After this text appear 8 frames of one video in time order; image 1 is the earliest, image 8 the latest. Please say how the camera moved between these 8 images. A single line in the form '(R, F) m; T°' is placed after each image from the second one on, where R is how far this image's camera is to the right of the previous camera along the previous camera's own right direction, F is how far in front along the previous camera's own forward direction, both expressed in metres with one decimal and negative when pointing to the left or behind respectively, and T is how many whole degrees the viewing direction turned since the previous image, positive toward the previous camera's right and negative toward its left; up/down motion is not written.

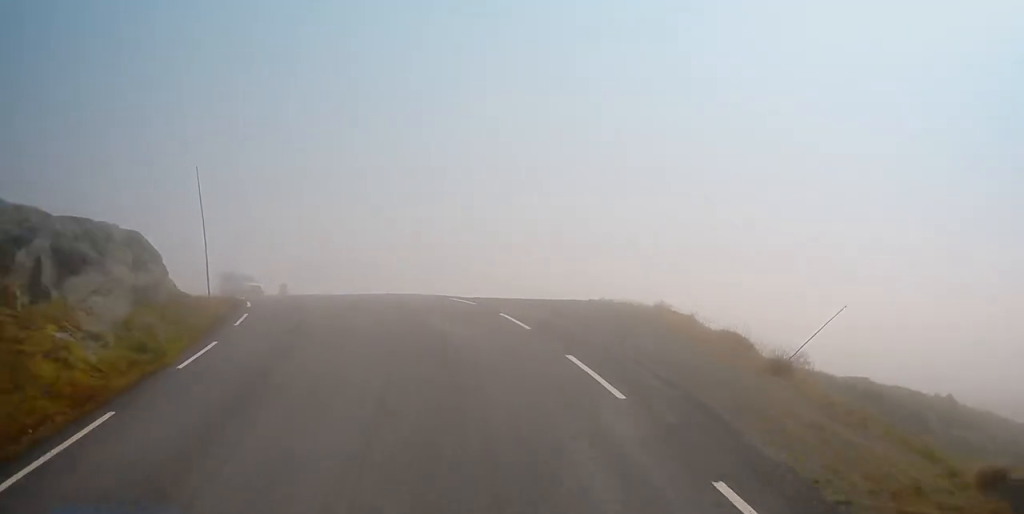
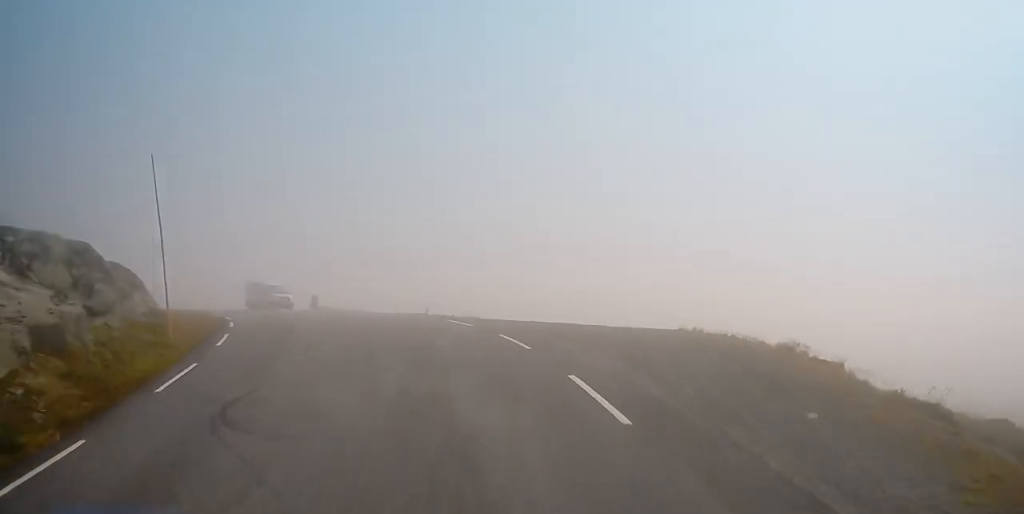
(-0.7, +6.7) m; -8°
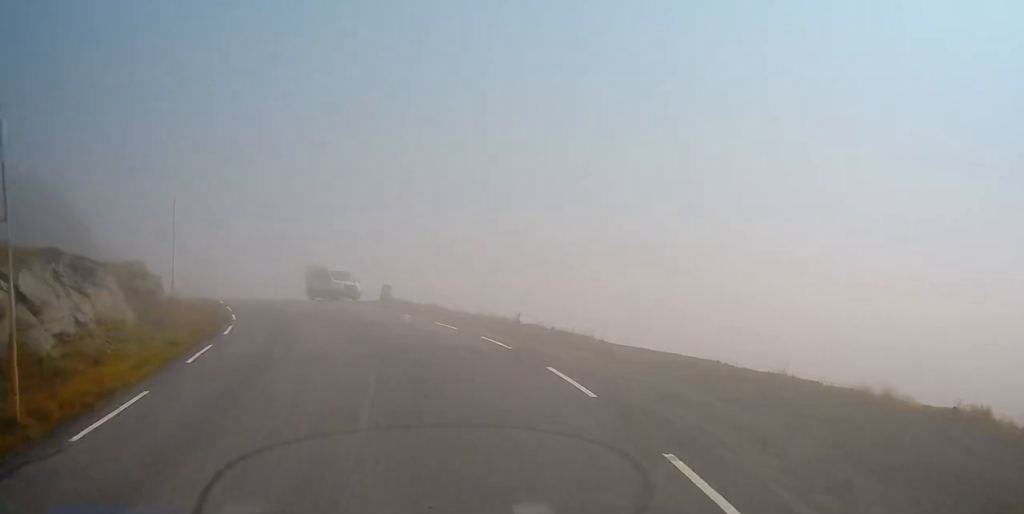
(-0.5, +9.7) m; -4°
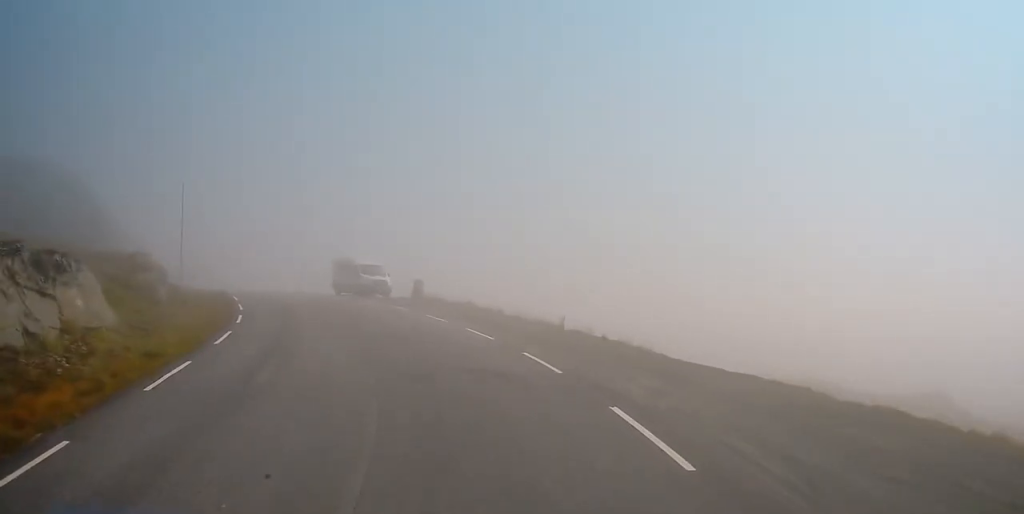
(0.0, +3.4) m; -2°
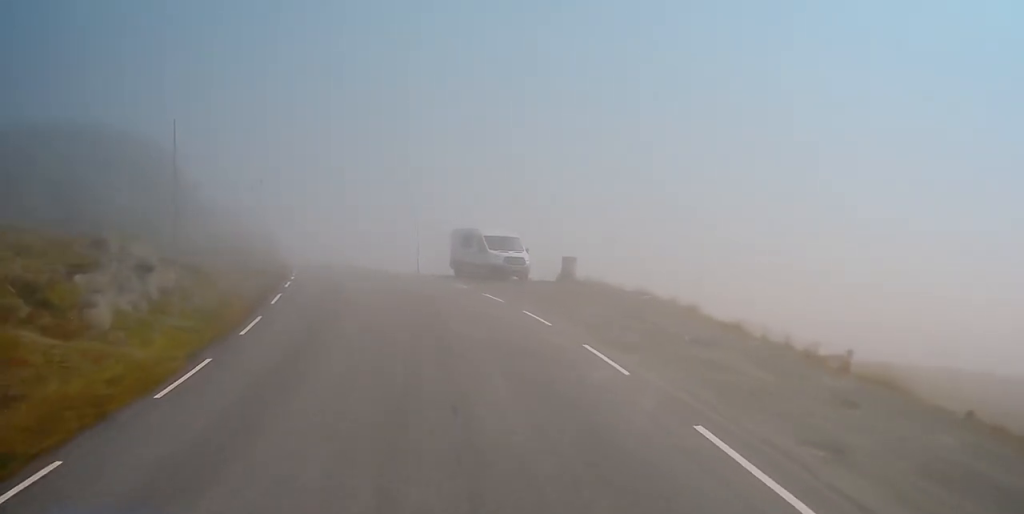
(-1.1, +13.4) m; -10°
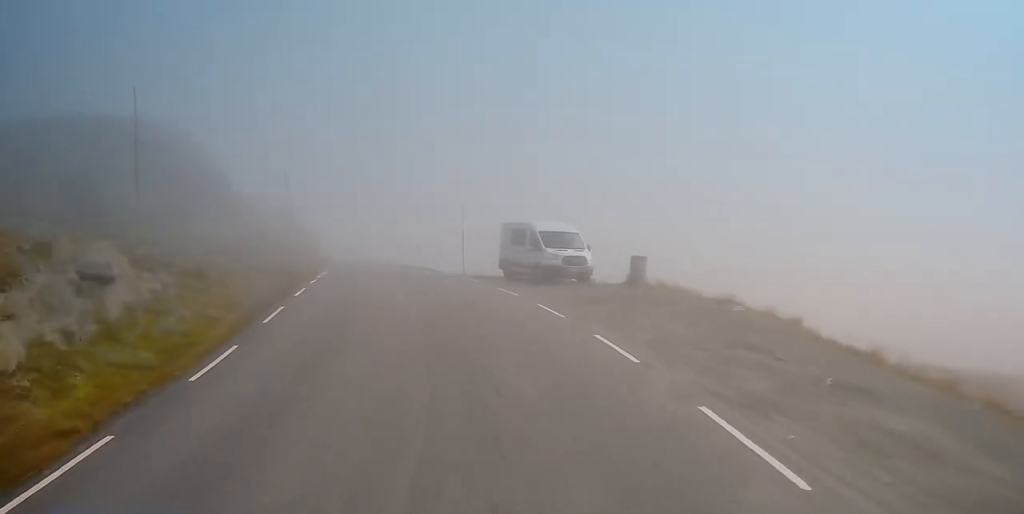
(-0.2, +5.3) m; -2°
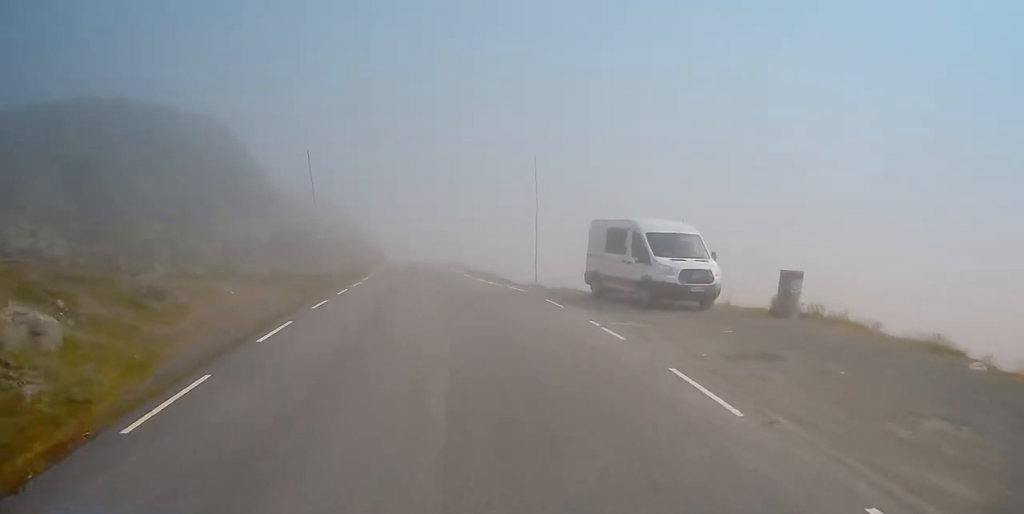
(-0.1, +9.5) m; -5°
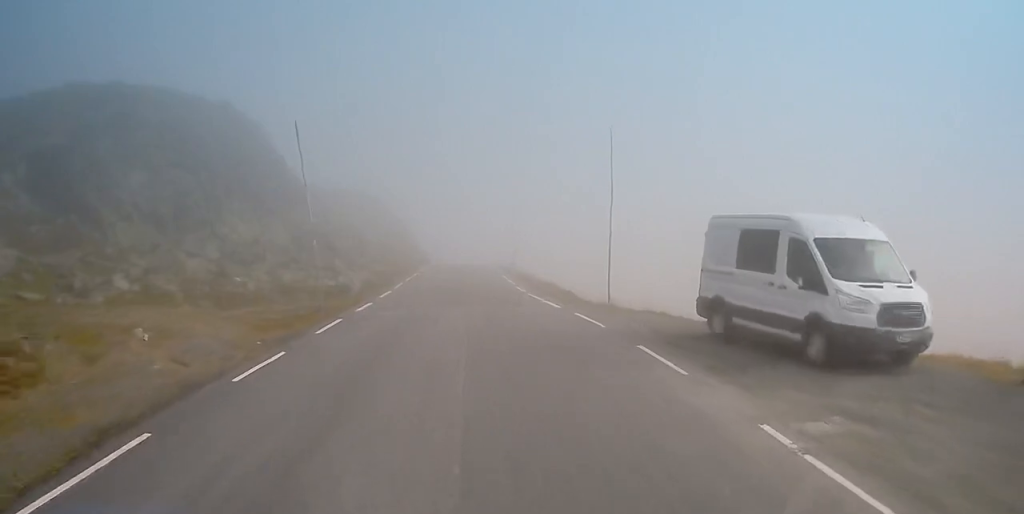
(-0.6, +9.5) m; -2°
